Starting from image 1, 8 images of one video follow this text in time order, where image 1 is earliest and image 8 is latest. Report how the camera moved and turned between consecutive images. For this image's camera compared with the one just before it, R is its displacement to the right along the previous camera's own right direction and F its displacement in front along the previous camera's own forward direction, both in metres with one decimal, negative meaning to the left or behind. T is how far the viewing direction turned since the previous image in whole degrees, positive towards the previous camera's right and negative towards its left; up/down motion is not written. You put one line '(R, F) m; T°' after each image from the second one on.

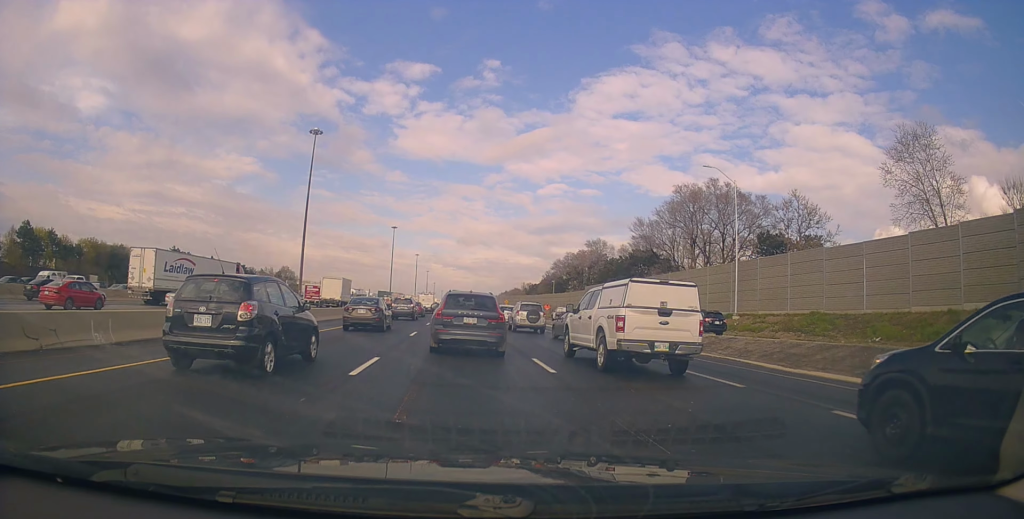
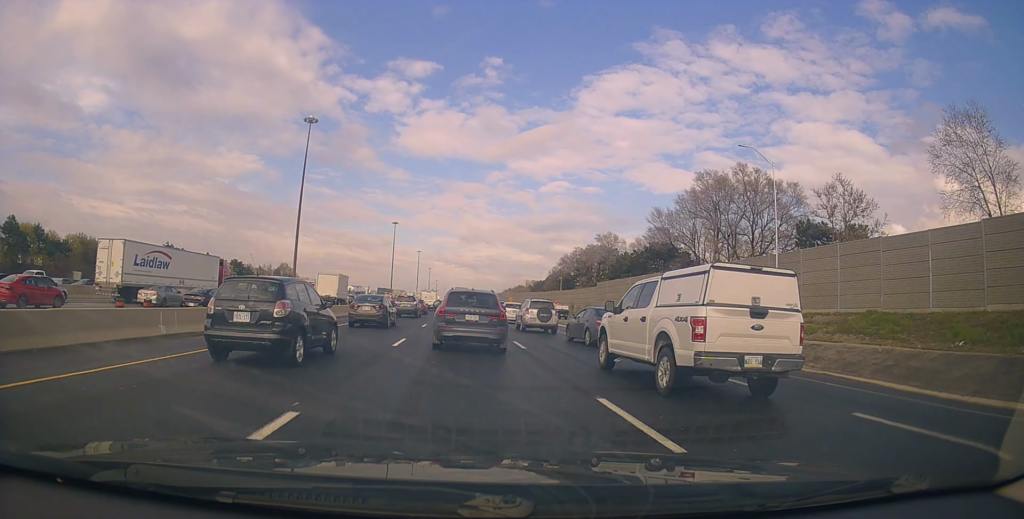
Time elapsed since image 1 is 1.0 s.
(+0.2, +6.5) m; 0°
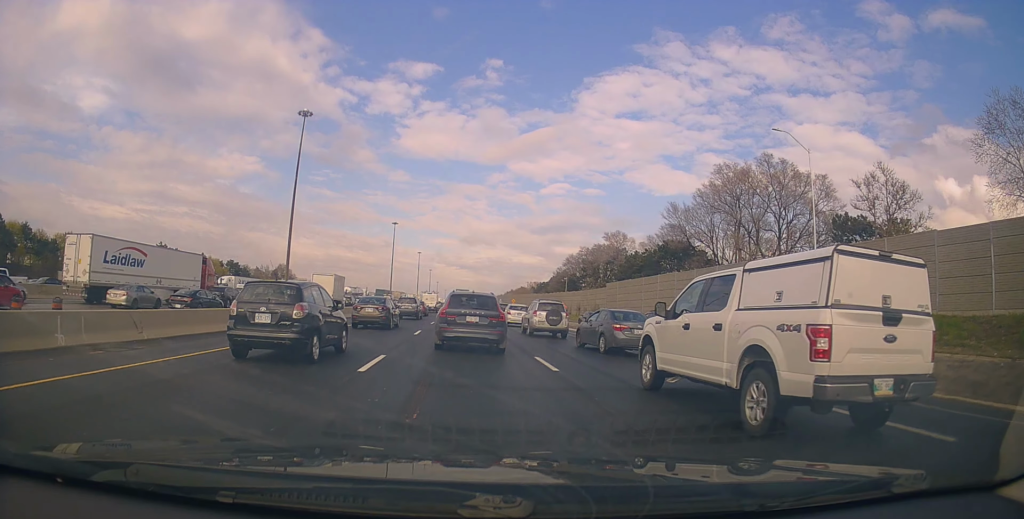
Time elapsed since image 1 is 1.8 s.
(0.0, +5.5) m; -2°
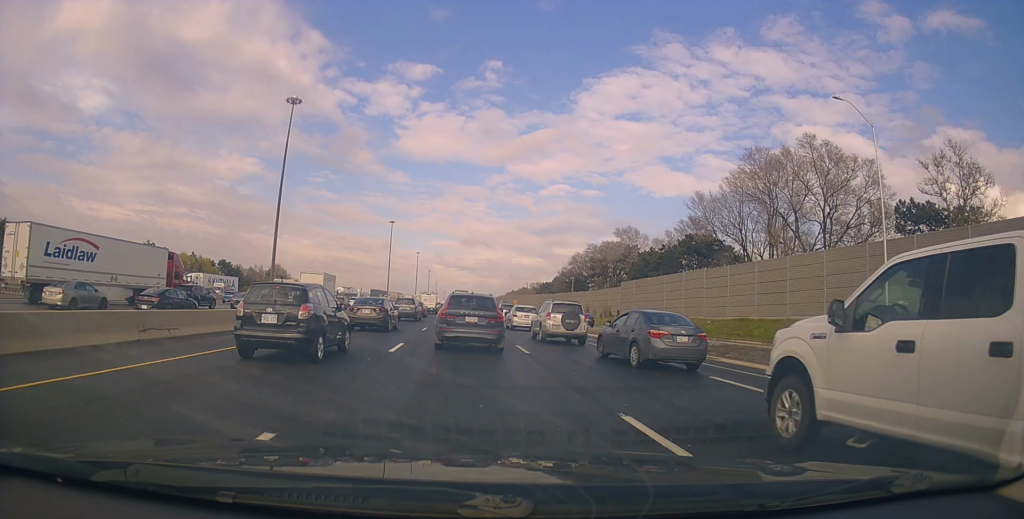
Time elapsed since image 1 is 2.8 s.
(-0.3, +8.0) m; 0°
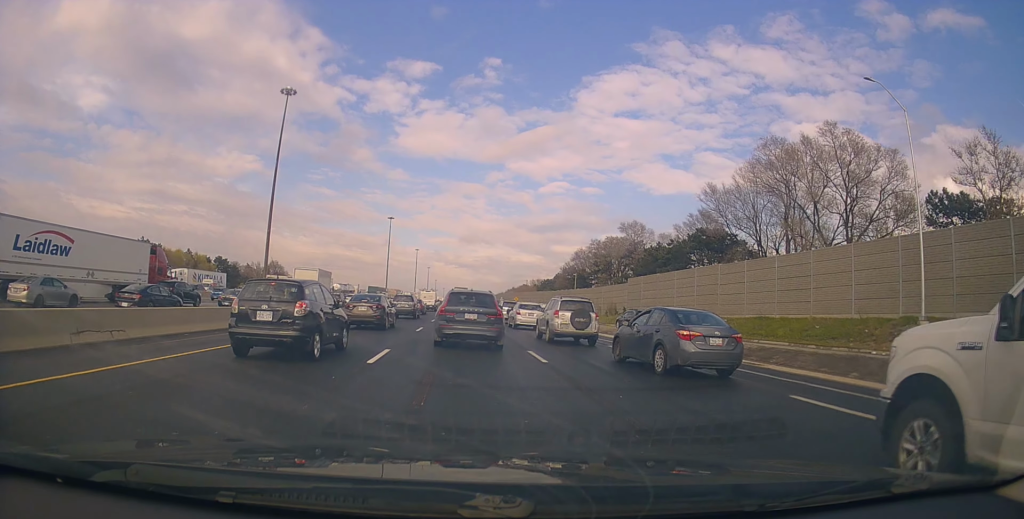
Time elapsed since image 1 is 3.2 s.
(+0.2, +3.4) m; +1°
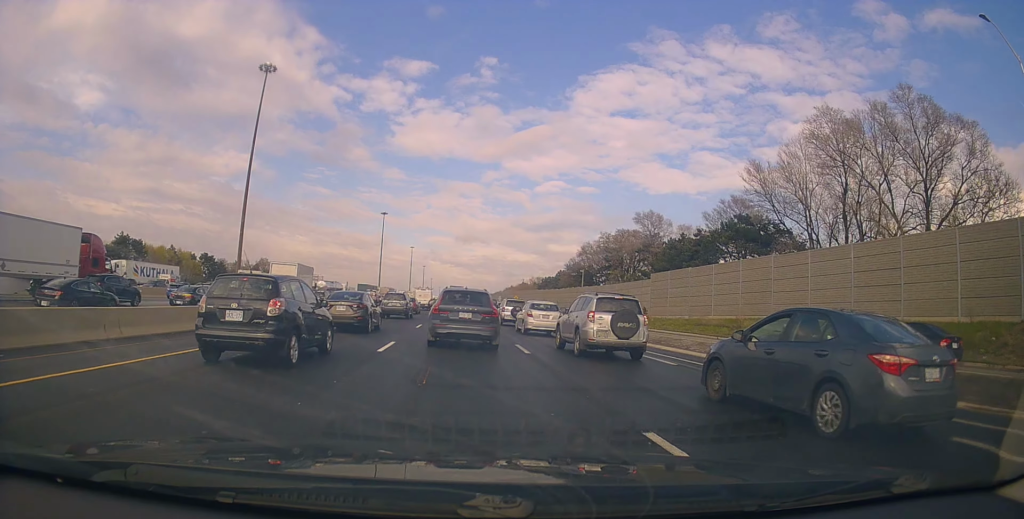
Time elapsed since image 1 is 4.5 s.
(-0.2, +10.4) m; -2°
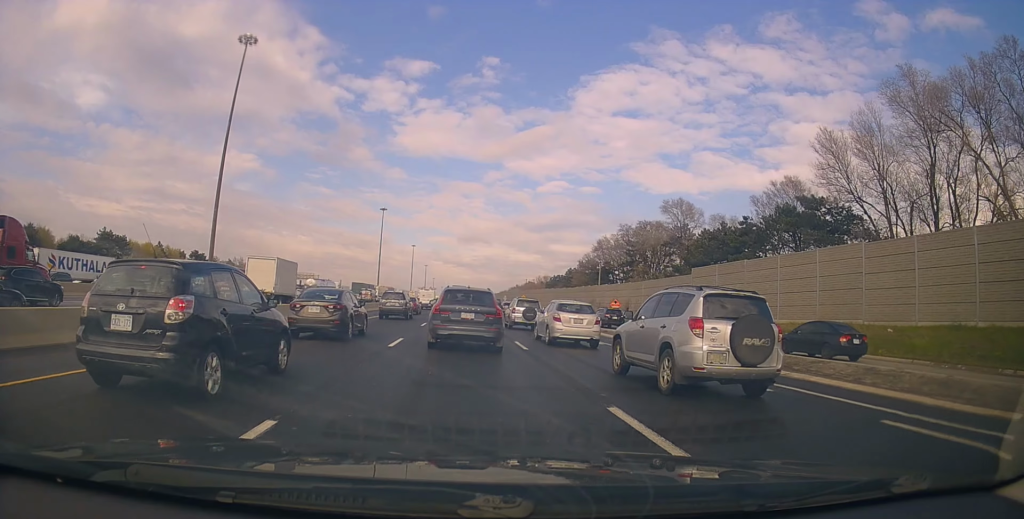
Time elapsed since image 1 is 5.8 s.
(+0.5, +10.9) m; +4°
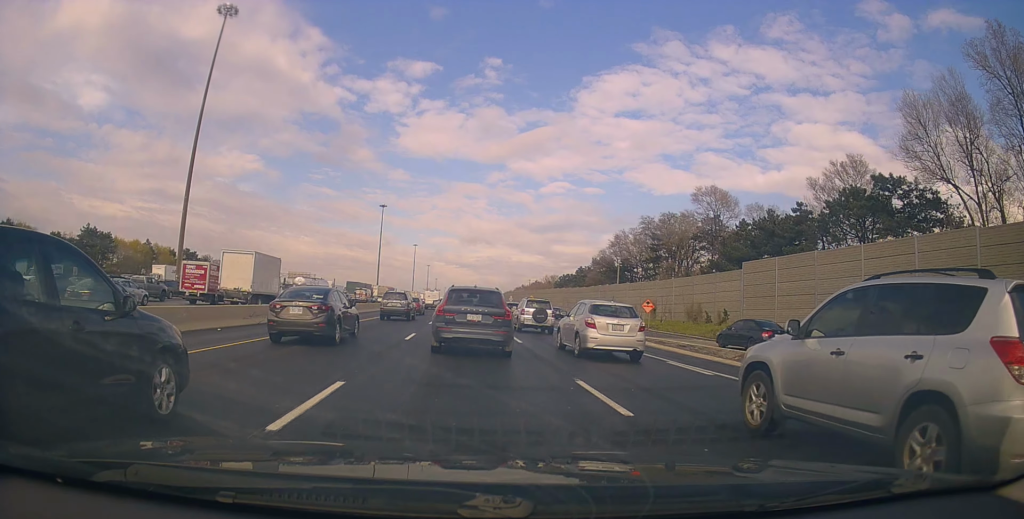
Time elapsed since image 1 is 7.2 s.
(-0.5, +9.6) m; -7°
